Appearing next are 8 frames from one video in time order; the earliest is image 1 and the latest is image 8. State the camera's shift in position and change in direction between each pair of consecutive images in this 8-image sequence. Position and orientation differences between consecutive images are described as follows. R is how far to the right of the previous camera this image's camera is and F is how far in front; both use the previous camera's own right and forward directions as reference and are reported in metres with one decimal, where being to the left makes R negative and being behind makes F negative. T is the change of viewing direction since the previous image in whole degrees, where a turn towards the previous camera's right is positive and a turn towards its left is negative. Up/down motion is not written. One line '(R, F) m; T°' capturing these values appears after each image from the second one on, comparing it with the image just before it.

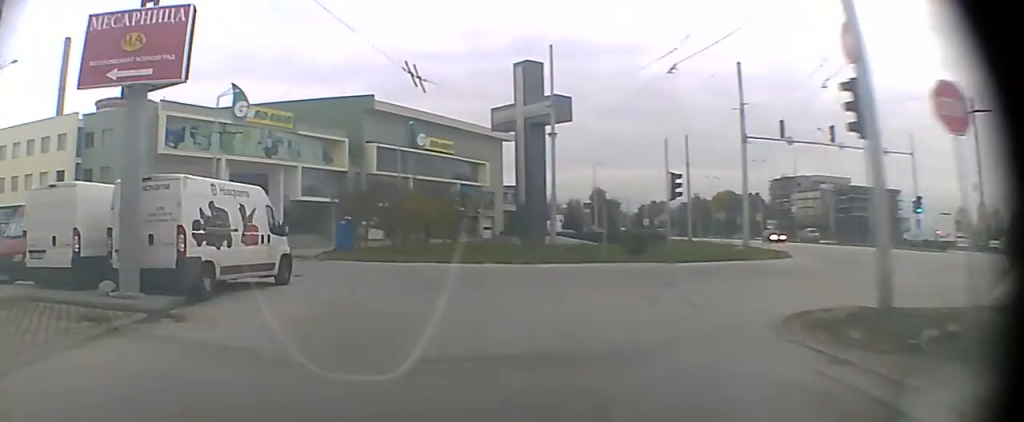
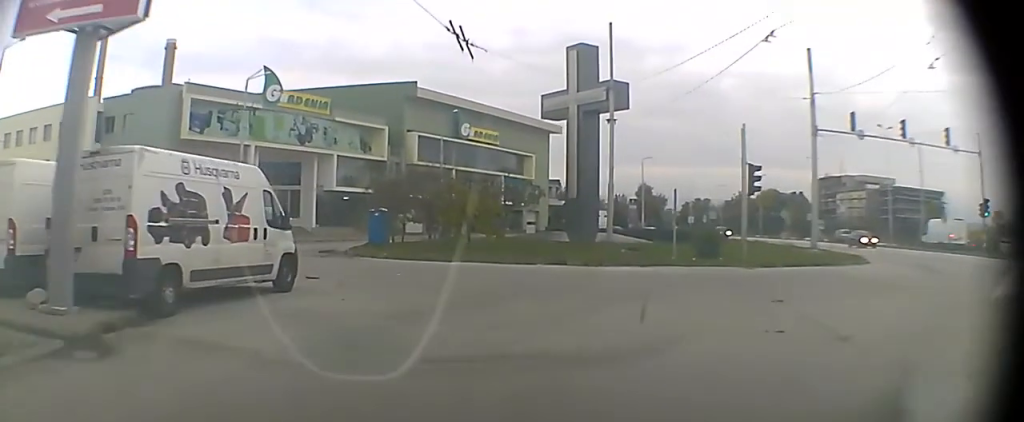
(0.0, +4.1) m; +1°
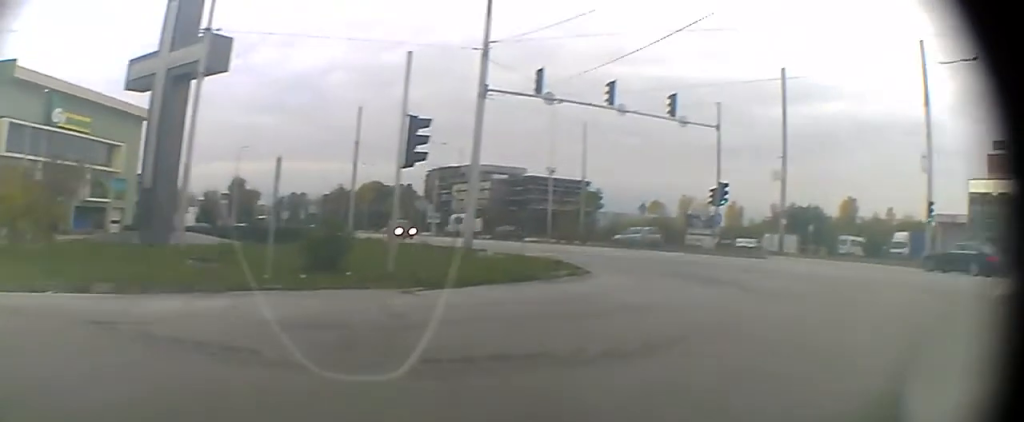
(+1.0, +10.9) m; +27°
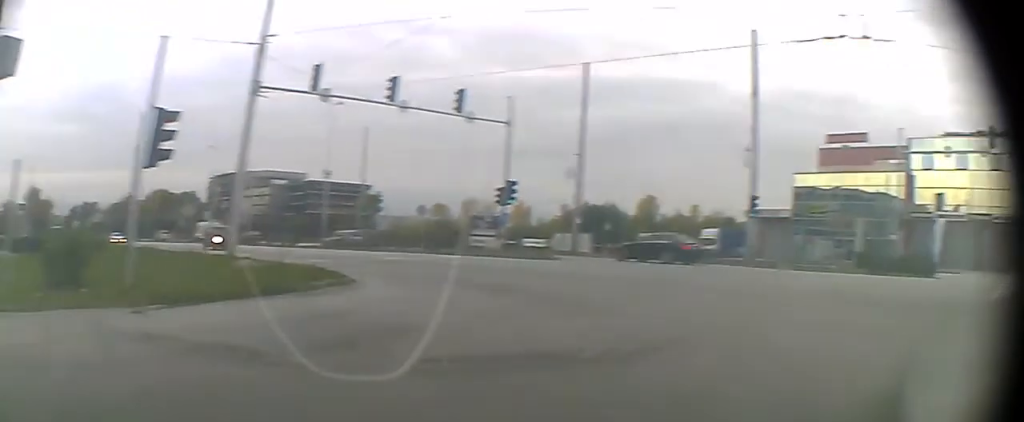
(+0.5, +2.4) m; +26°
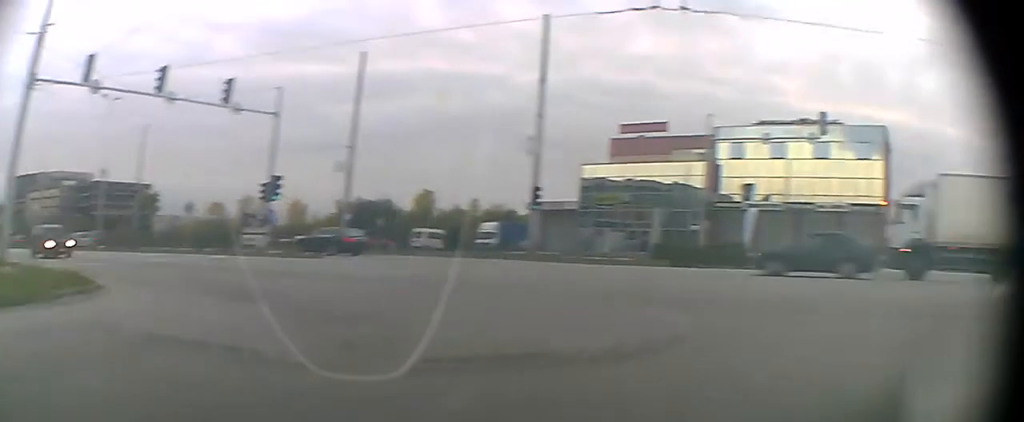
(+0.4, +1.8) m; +24°
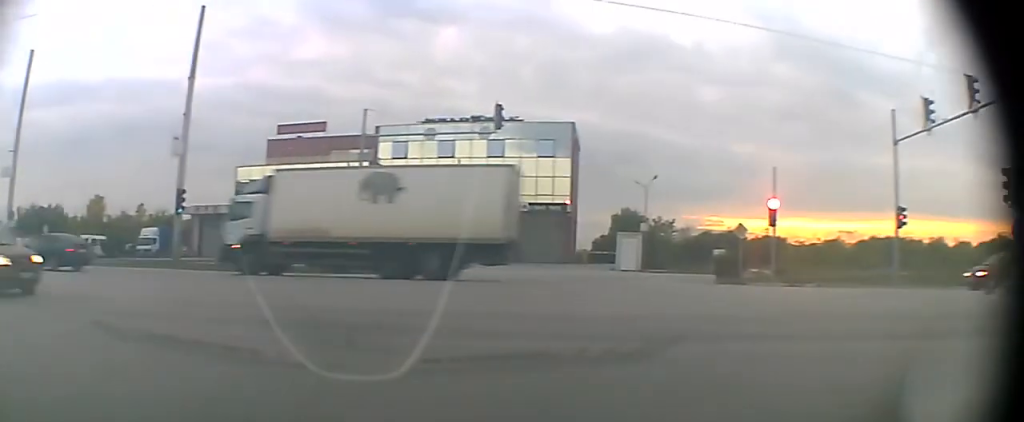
(+0.8, +2.5) m; +23°
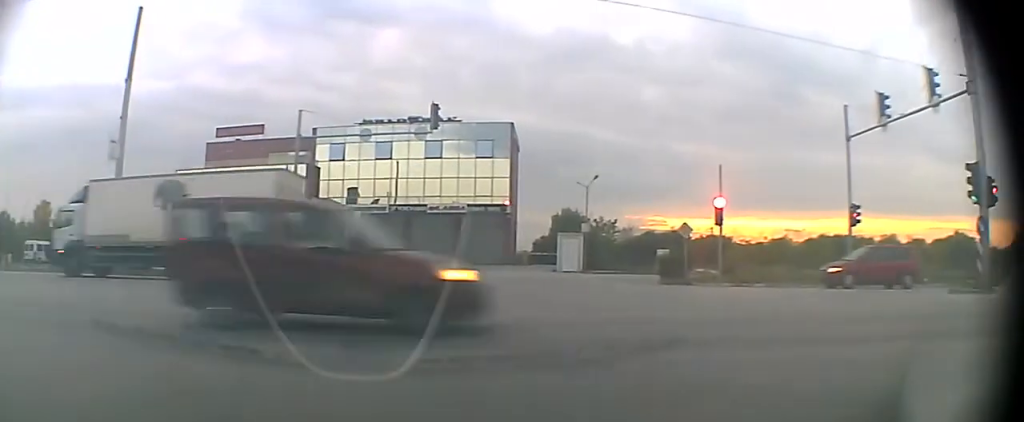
(+0.2, +0.7) m; 0°
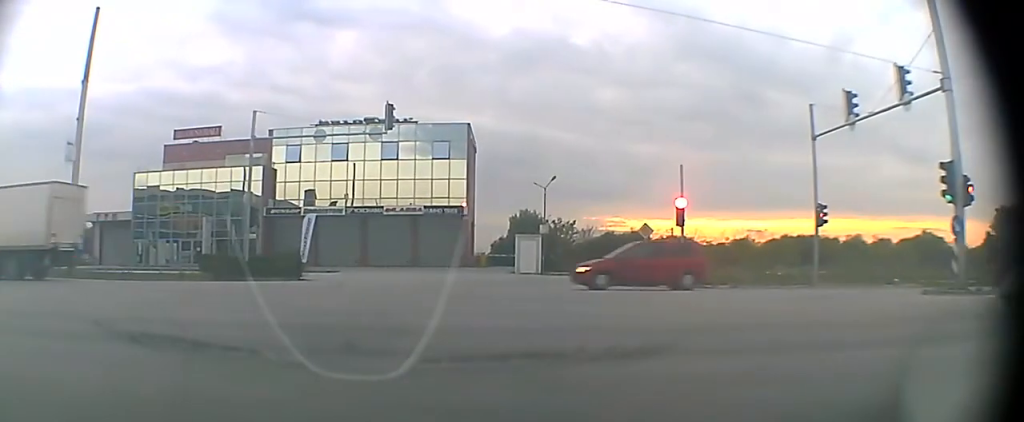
(+0.4, +0.7) m; 0°
